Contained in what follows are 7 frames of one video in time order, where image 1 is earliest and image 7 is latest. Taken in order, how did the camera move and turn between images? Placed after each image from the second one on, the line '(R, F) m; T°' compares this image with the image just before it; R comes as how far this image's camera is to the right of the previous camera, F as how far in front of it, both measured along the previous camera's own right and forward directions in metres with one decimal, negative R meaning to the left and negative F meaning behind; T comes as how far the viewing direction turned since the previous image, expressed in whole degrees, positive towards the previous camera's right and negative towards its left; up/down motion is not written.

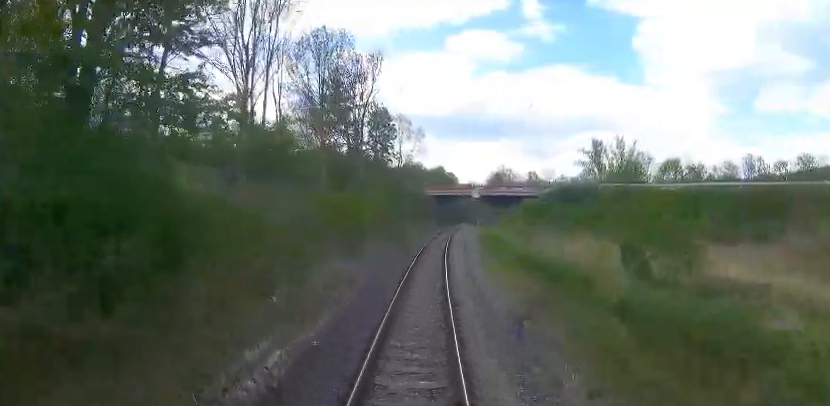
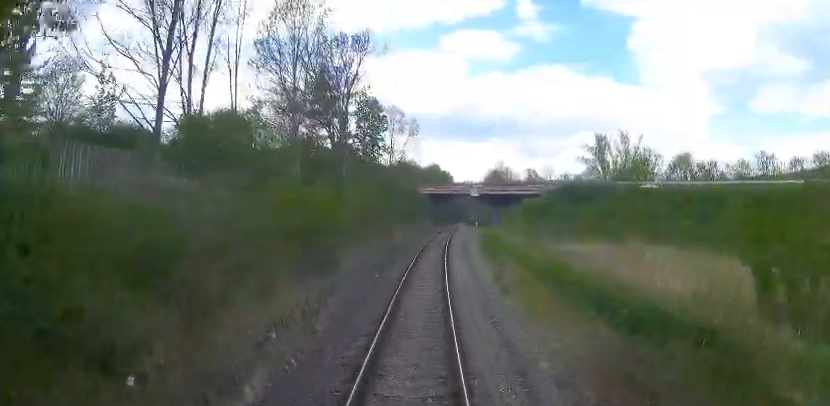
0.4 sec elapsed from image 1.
(+0.2, +5.7) m; +1°
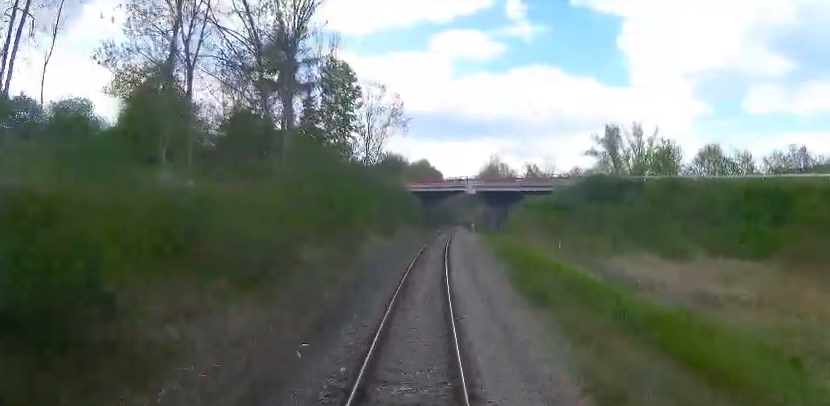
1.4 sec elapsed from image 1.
(0.0, +12.4) m; 0°
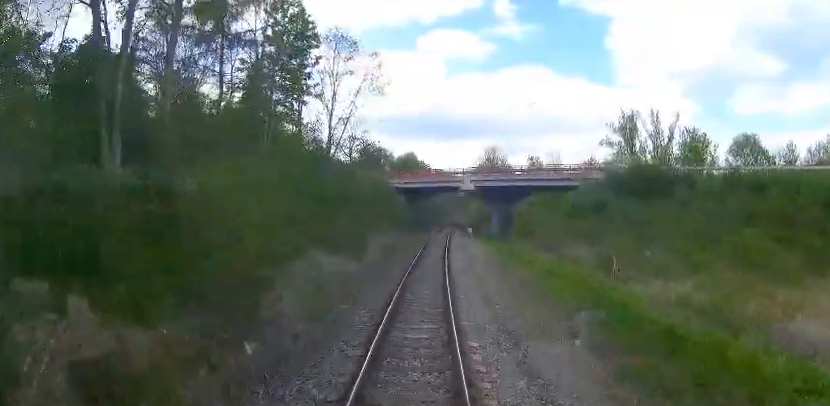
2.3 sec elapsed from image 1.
(+0.1, +12.4) m; +1°
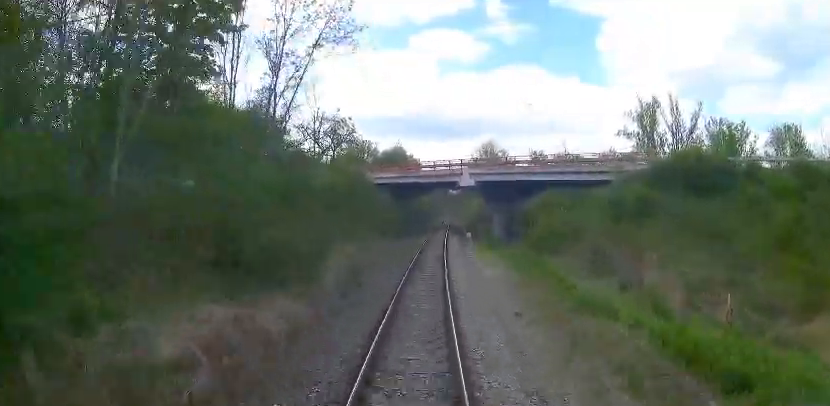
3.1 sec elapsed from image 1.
(0.0, +10.1) m; 0°
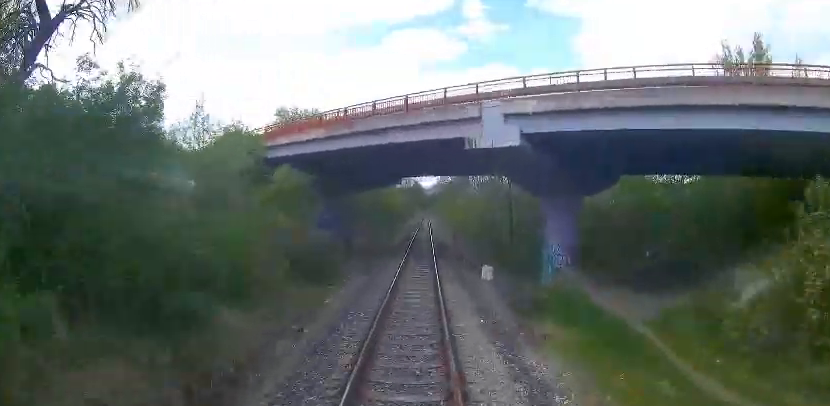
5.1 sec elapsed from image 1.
(+0.6, +26.7) m; +3°
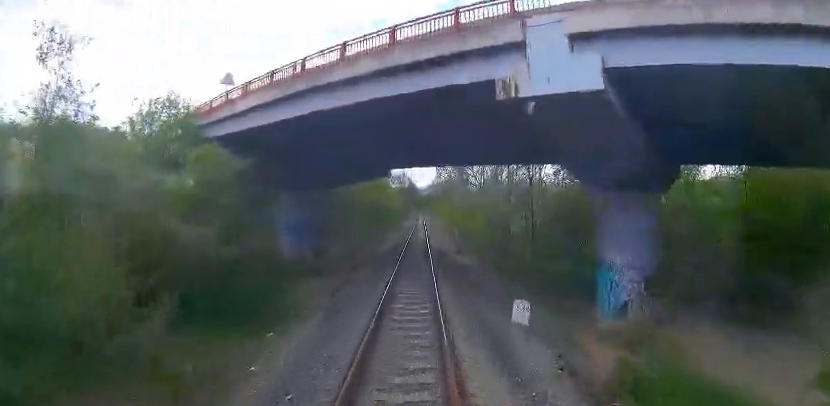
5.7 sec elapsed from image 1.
(+0.3, +7.4) m; +1°
